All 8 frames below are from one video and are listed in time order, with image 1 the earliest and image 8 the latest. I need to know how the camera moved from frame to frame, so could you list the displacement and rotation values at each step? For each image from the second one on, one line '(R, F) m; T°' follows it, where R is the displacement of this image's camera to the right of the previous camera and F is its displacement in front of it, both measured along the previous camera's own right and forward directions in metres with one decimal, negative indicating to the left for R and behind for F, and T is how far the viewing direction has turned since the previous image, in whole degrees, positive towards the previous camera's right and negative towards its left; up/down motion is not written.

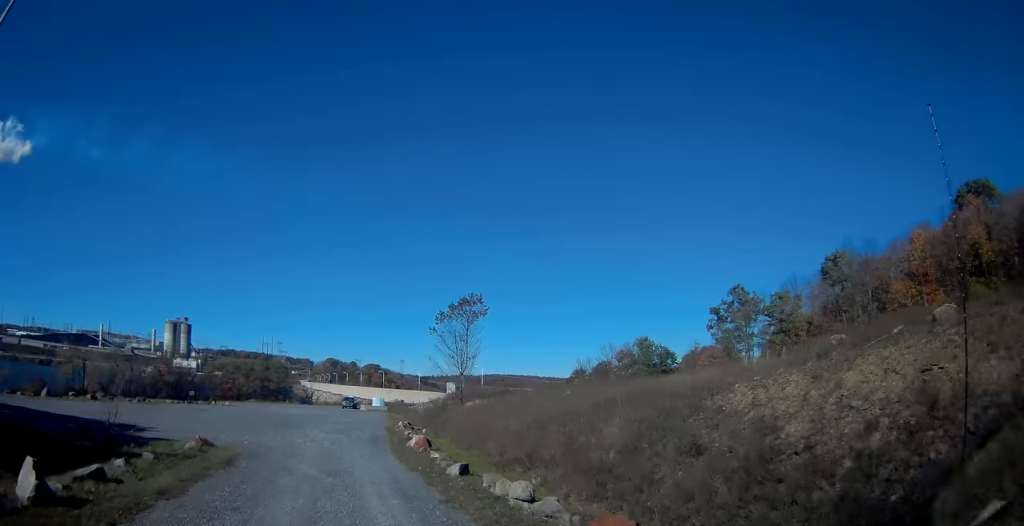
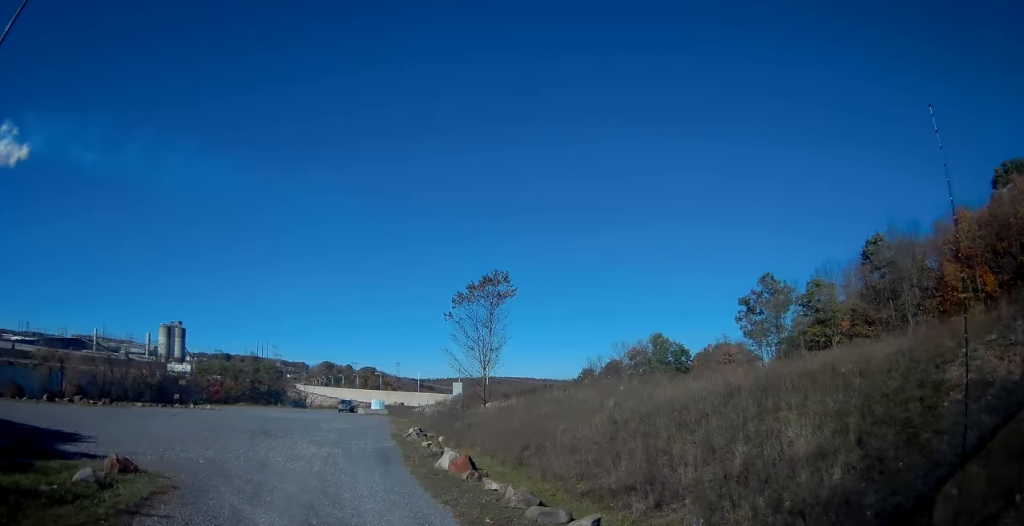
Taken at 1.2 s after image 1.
(+0.2, +8.8) m; +1°
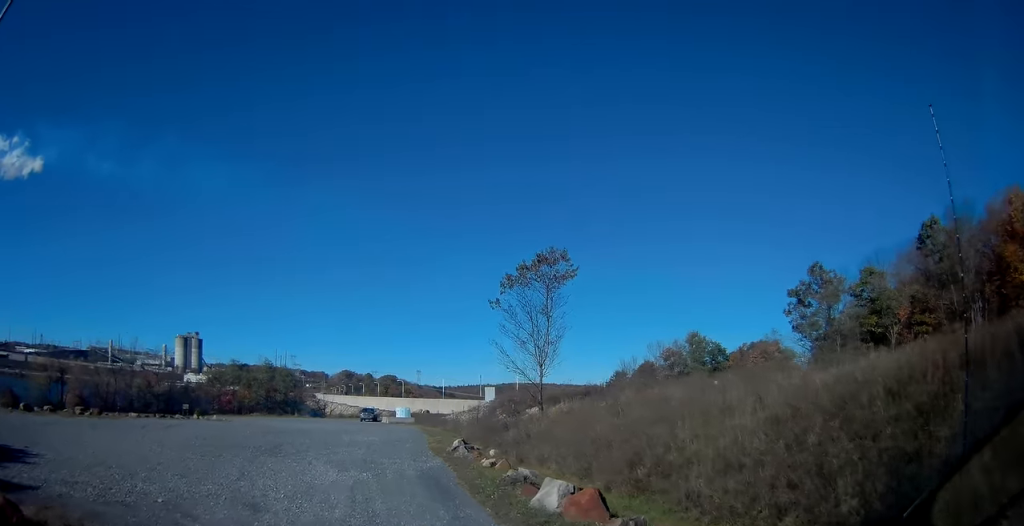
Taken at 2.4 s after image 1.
(0.0, +7.2) m; -2°
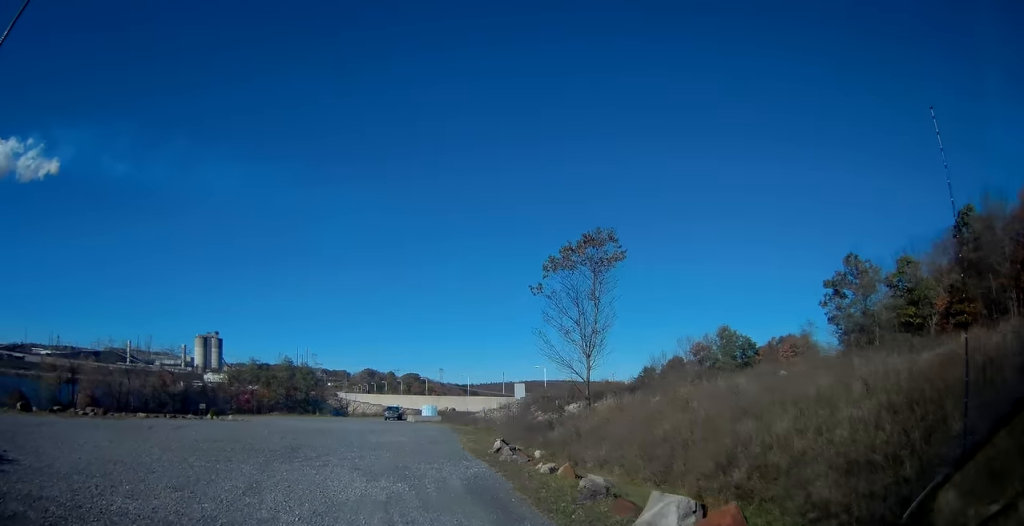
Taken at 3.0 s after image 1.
(0.0, +3.1) m; -1°
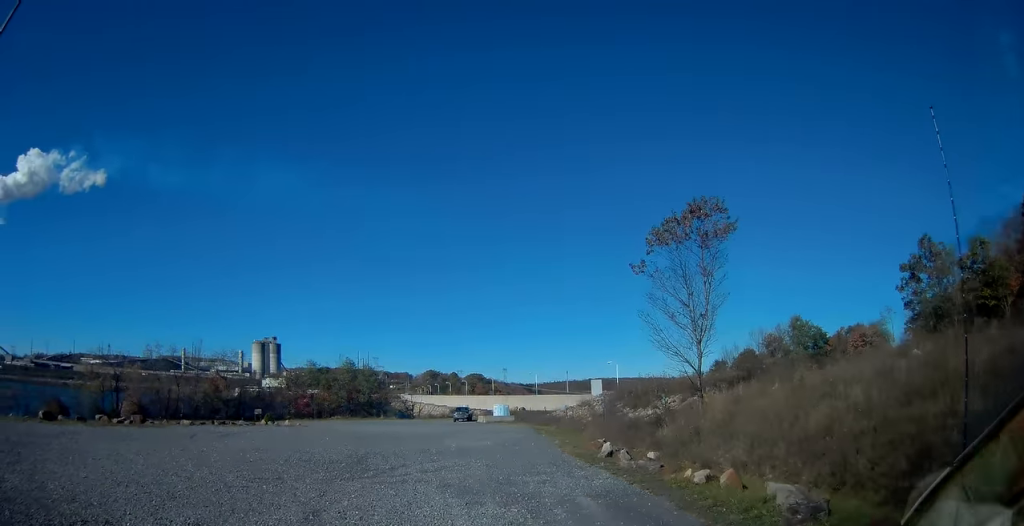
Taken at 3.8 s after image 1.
(-0.1, +4.2) m; -3°
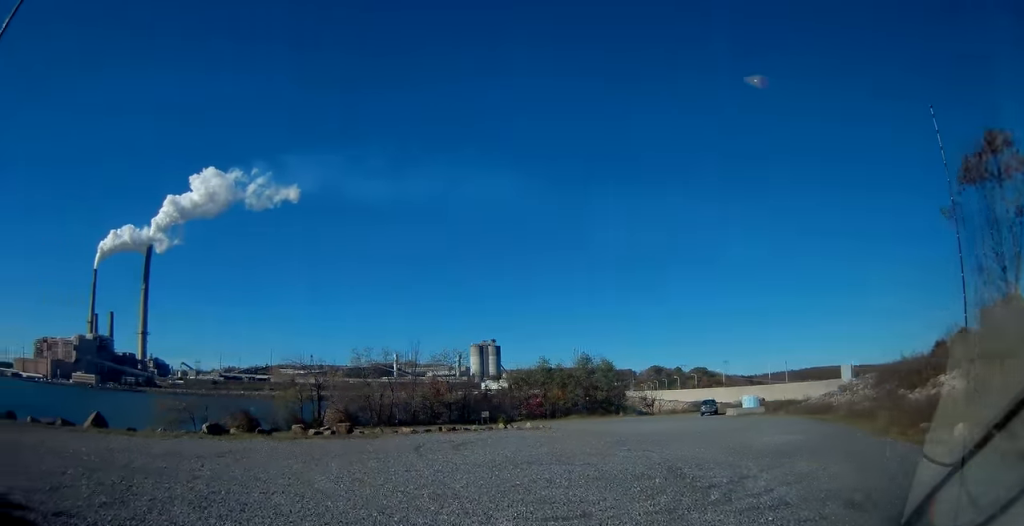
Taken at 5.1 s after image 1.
(-0.7, +5.9) m; -21°
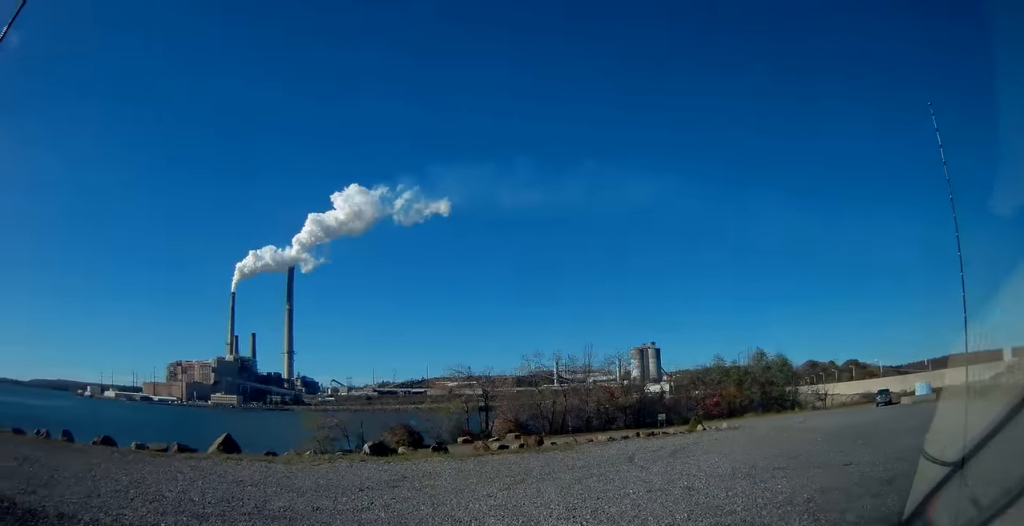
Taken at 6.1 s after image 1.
(-0.8, +4.0) m; -18°
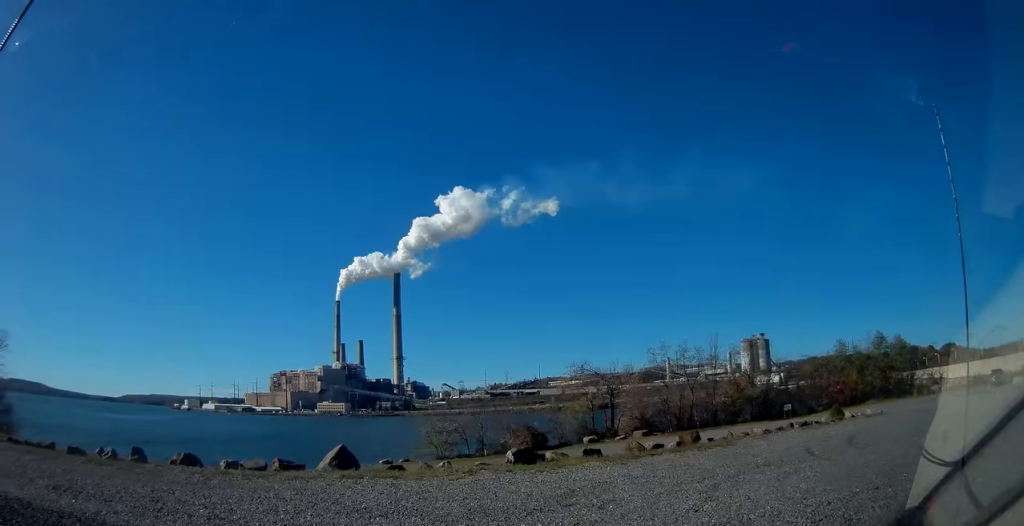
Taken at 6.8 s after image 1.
(-0.3, +3.4) m; -10°
